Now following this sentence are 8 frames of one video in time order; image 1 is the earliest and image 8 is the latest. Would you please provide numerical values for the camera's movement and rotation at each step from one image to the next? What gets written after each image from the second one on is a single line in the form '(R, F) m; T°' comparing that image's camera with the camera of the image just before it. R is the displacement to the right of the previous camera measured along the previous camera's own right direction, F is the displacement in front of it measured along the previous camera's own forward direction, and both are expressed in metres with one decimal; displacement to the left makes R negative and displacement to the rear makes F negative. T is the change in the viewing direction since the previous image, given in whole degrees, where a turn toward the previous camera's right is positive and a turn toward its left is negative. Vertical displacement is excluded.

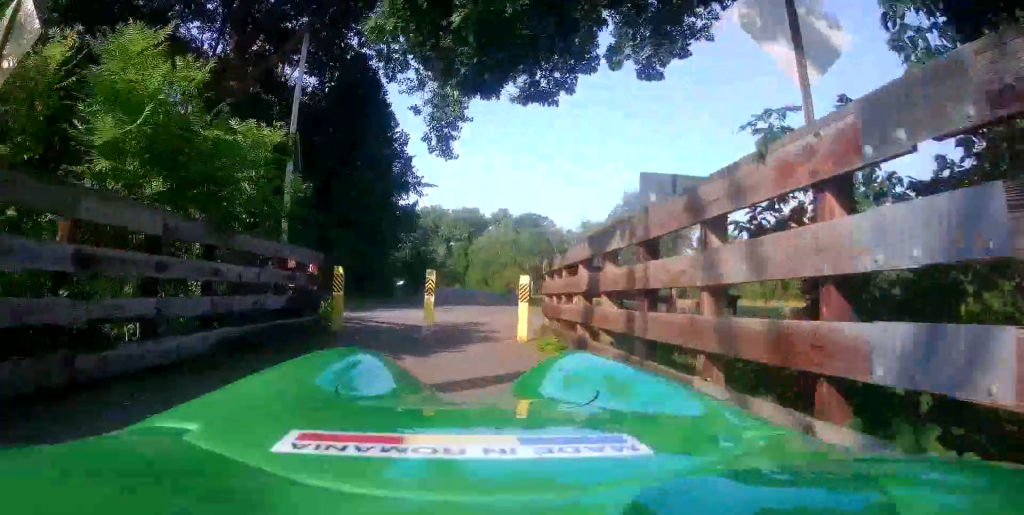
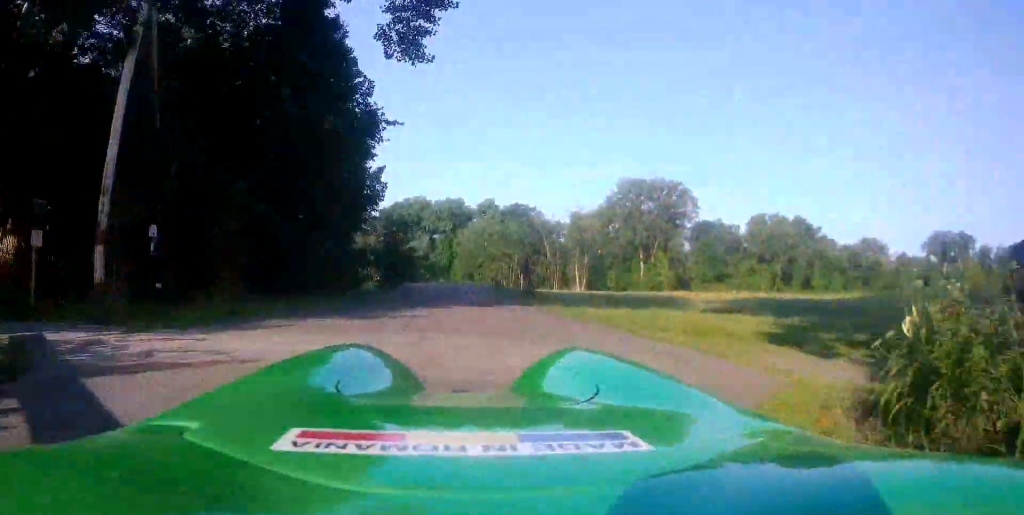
(-0.8, +11.4) m; -5°
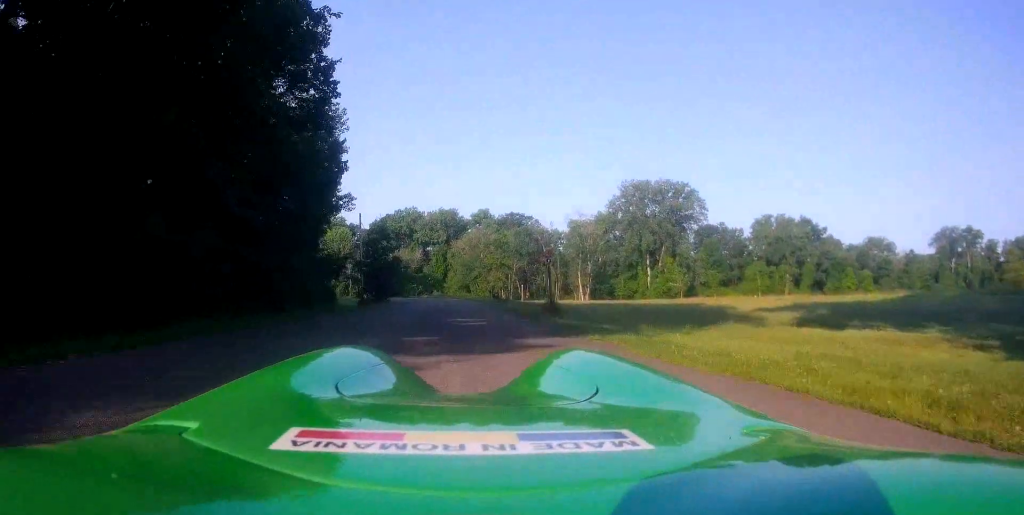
(+0.2, +9.4) m; +4°
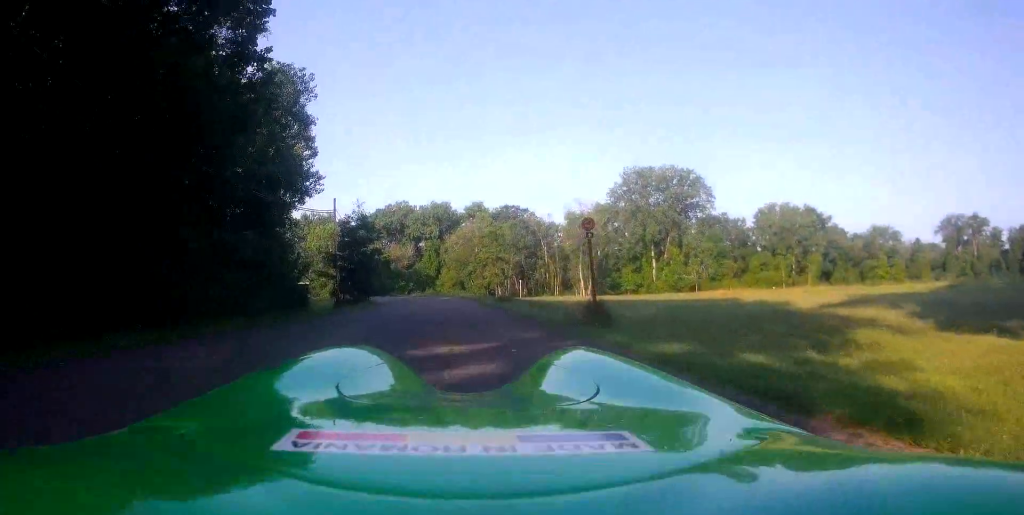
(+0.2, +8.1) m; -1°
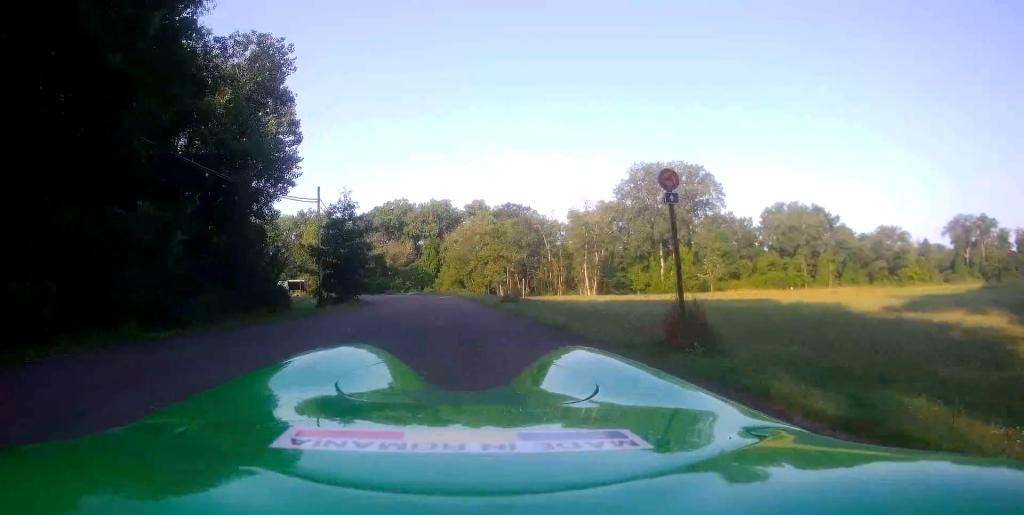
(-0.2, +5.1) m; 0°
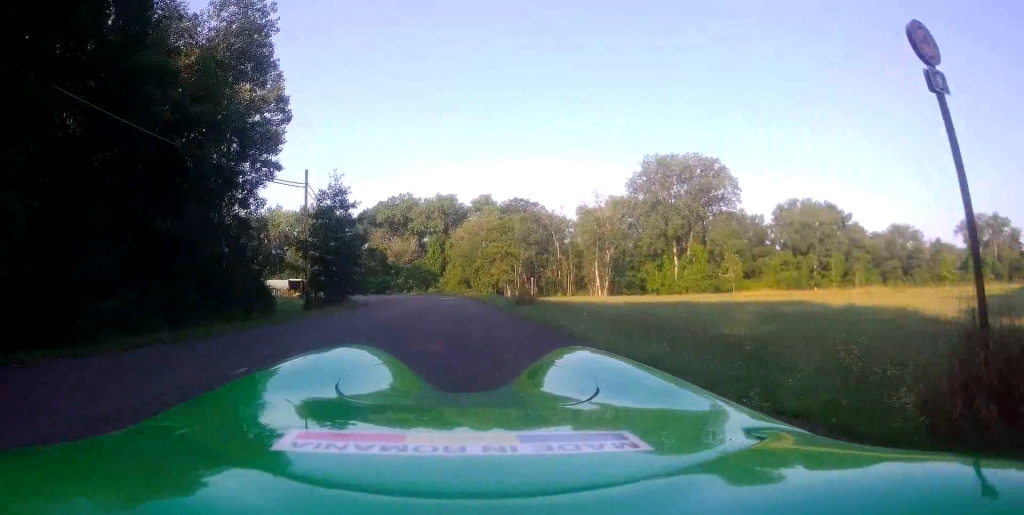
(-0.1, +4.7) m; +2°
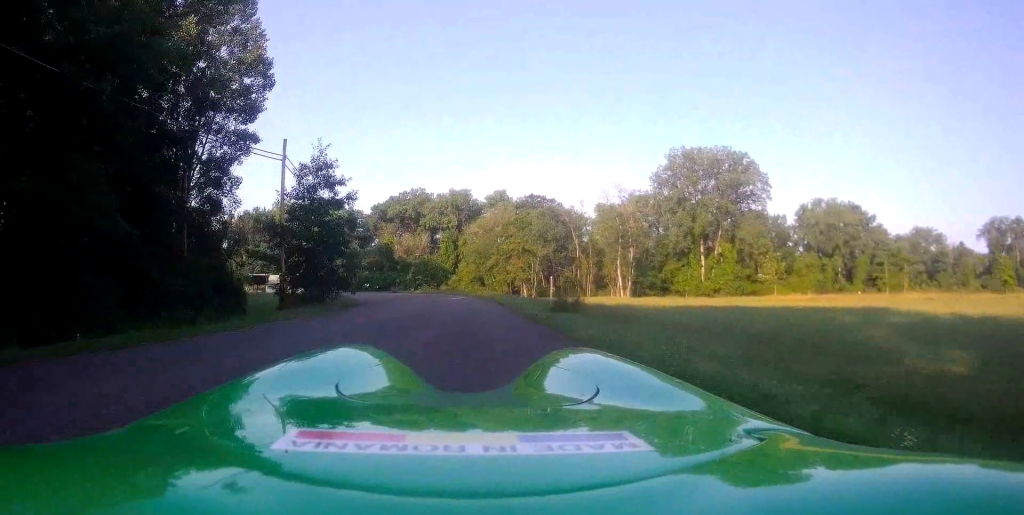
(+0.5, +7.1) m; +2°
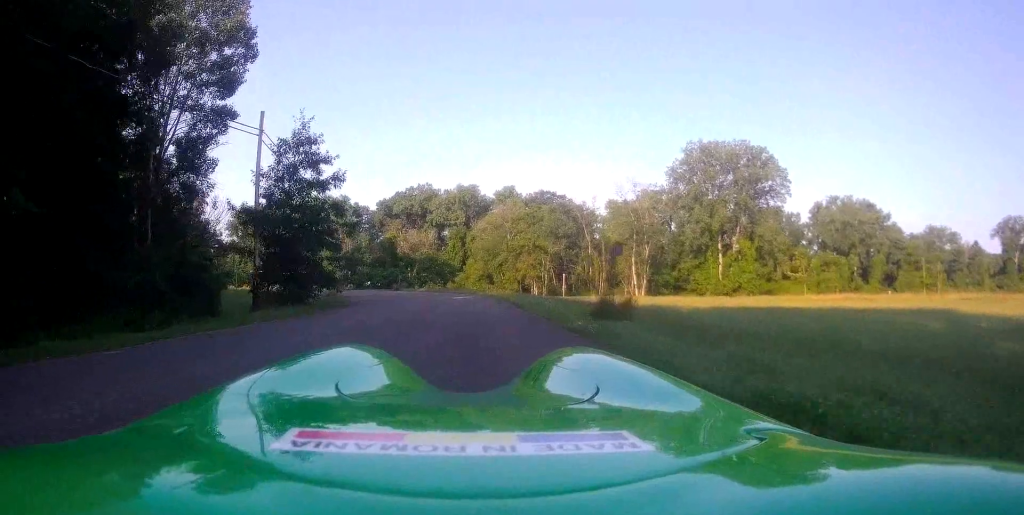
(-0.3, +4.8) m; -1°
